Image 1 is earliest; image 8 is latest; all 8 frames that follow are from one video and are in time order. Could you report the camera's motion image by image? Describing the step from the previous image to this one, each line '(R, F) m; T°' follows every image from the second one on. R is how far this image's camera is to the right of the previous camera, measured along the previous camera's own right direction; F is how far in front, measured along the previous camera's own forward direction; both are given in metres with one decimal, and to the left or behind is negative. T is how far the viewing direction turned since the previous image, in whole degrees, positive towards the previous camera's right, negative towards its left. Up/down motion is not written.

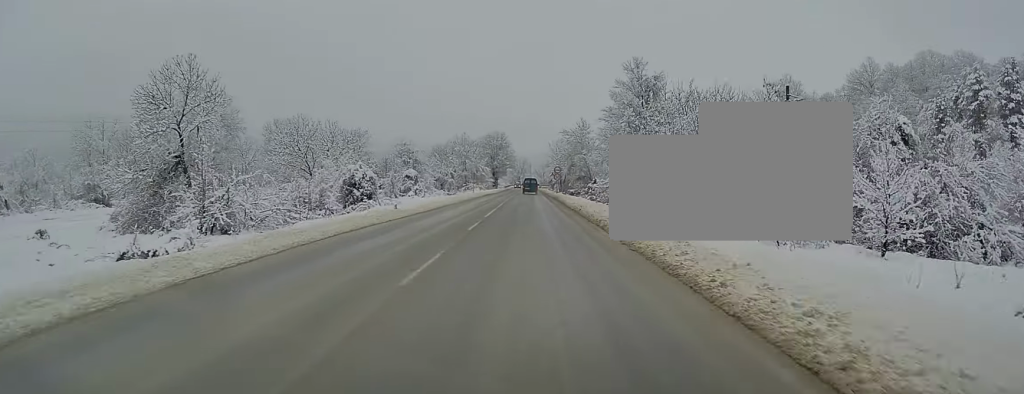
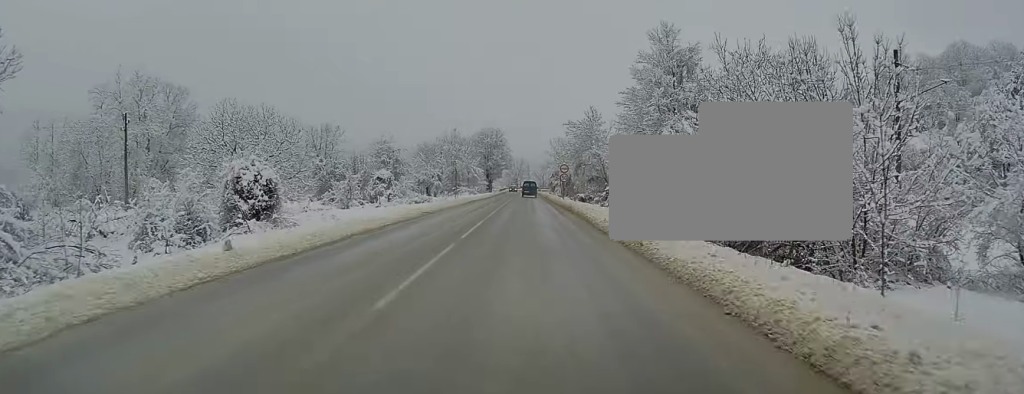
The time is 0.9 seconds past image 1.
(-0.1, +16.9) m; +1°
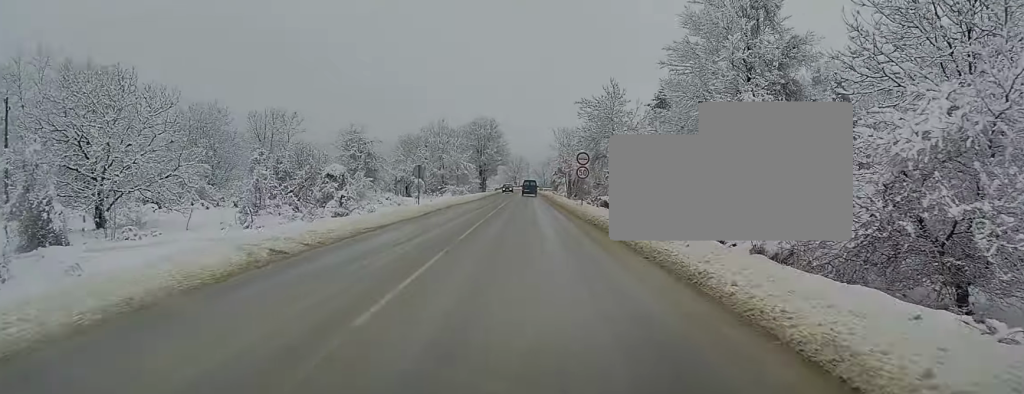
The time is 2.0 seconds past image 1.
(+0.3, +19.4) m; 0°
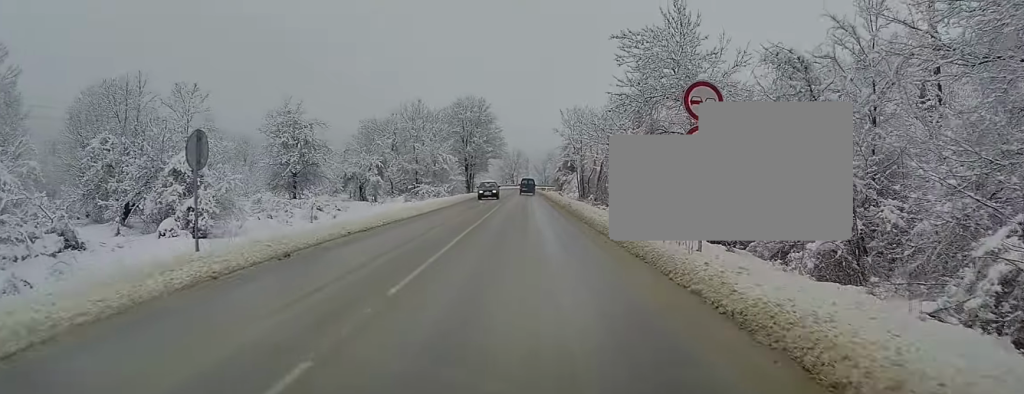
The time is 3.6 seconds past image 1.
(0.0, +26.0) m; 0°
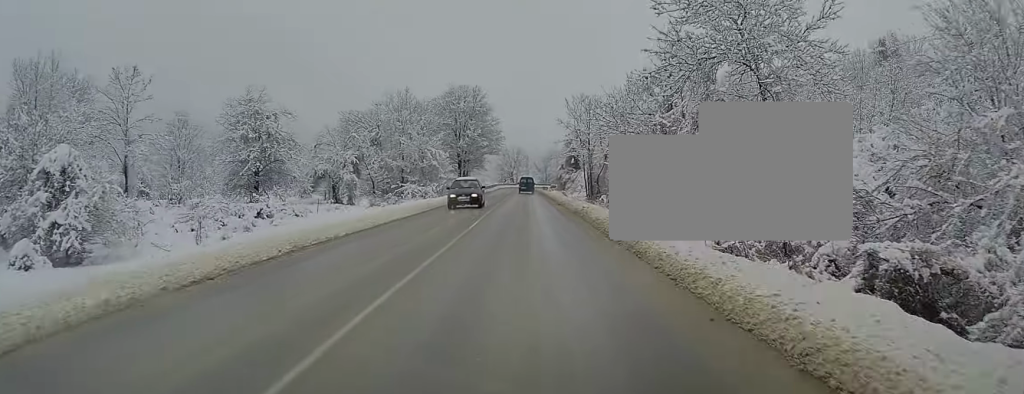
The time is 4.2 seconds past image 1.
(0.0, +9.9) m; 0°
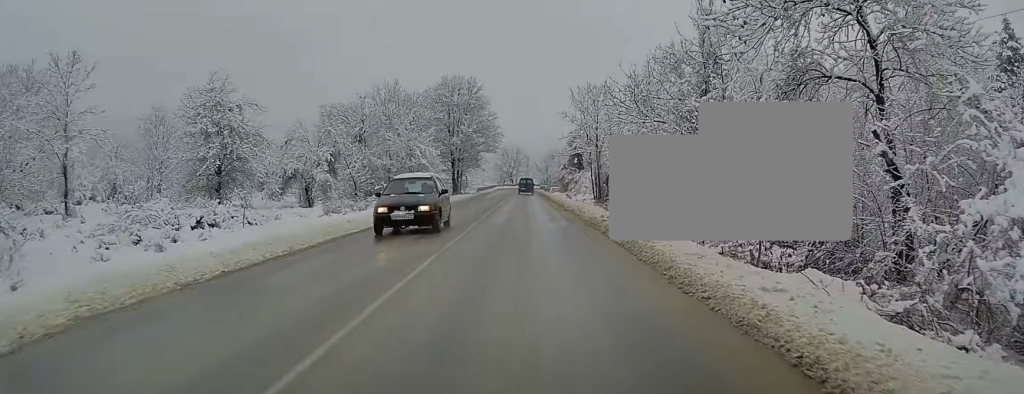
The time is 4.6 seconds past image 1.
(-0.1, +7.6) m; 0°
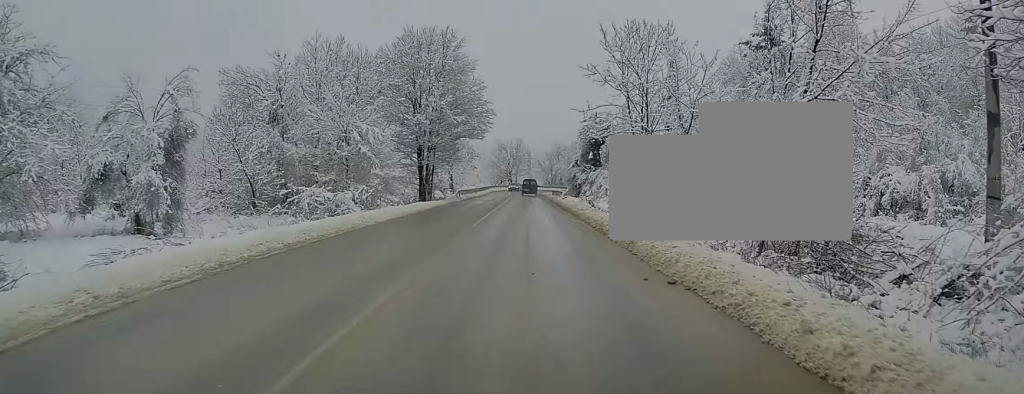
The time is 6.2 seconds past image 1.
(0.0, +24.3) m; 0°
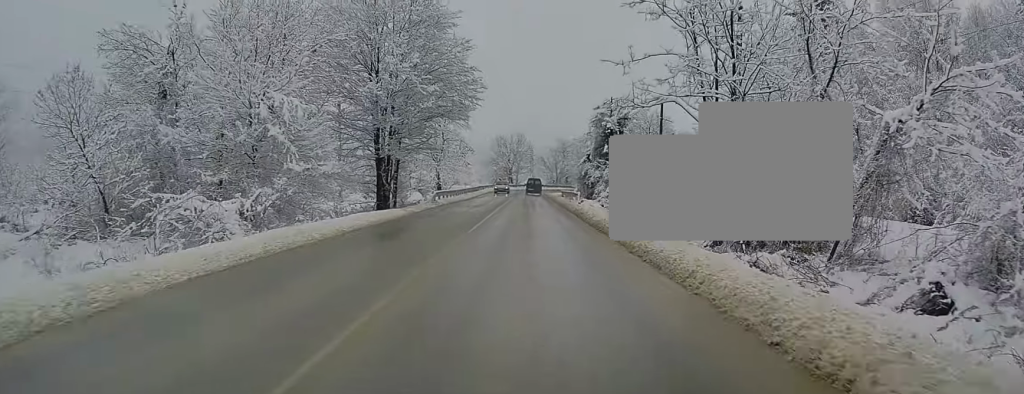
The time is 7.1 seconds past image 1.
(0.0, +14.9) m; 0°
